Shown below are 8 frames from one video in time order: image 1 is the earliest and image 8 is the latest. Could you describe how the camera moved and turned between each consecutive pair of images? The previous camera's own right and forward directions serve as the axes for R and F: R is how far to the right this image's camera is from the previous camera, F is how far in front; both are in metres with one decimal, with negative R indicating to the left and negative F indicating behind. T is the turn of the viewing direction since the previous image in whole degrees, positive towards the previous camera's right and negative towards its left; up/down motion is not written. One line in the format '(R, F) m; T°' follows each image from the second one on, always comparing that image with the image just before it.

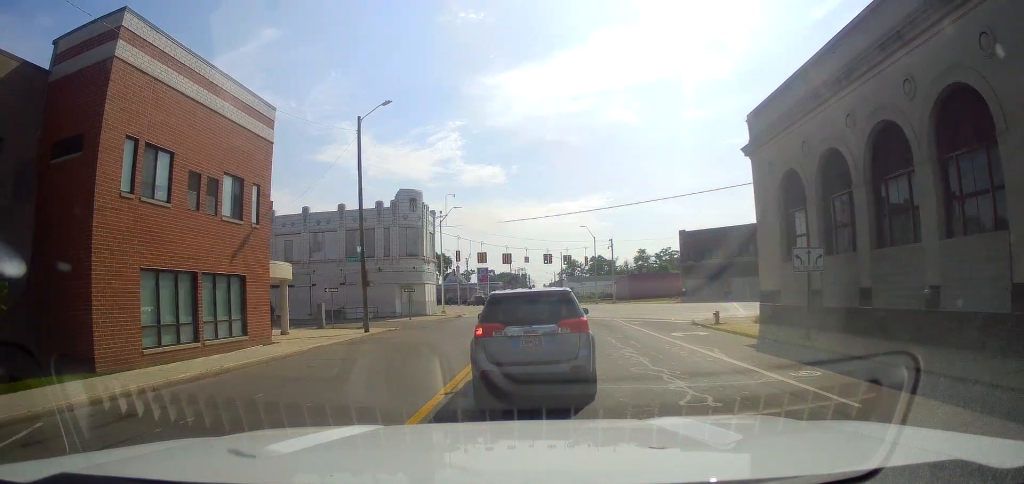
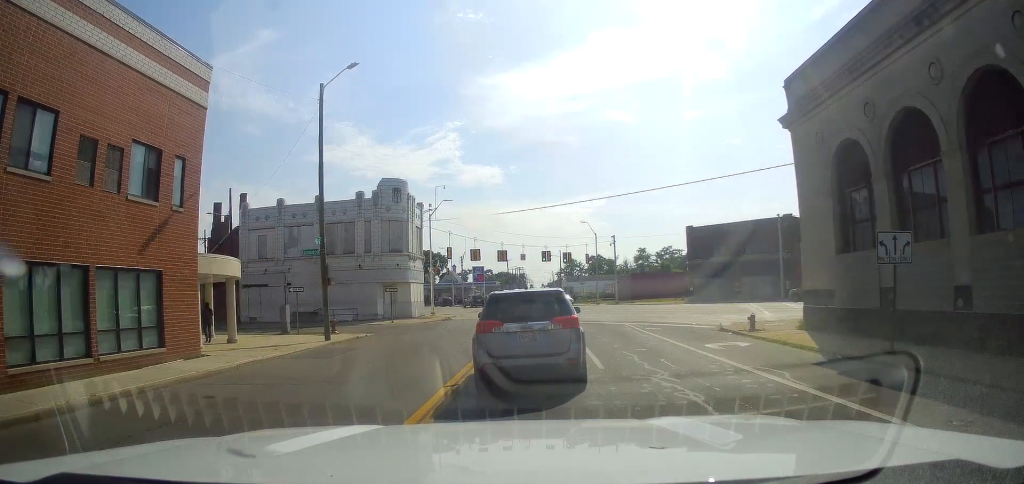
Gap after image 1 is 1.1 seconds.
(+0.5, +4.4) m; 0°
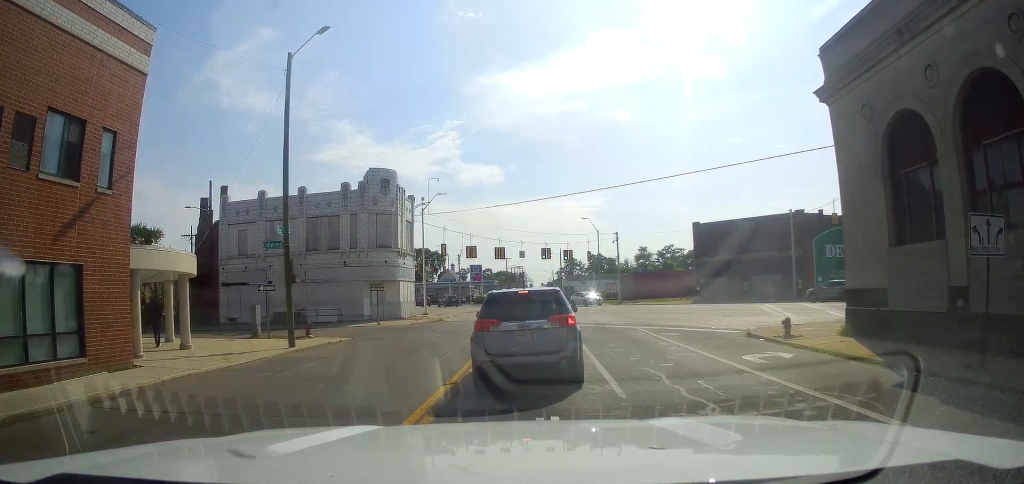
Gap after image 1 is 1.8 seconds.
(-0.3, +3.1) m; -2°
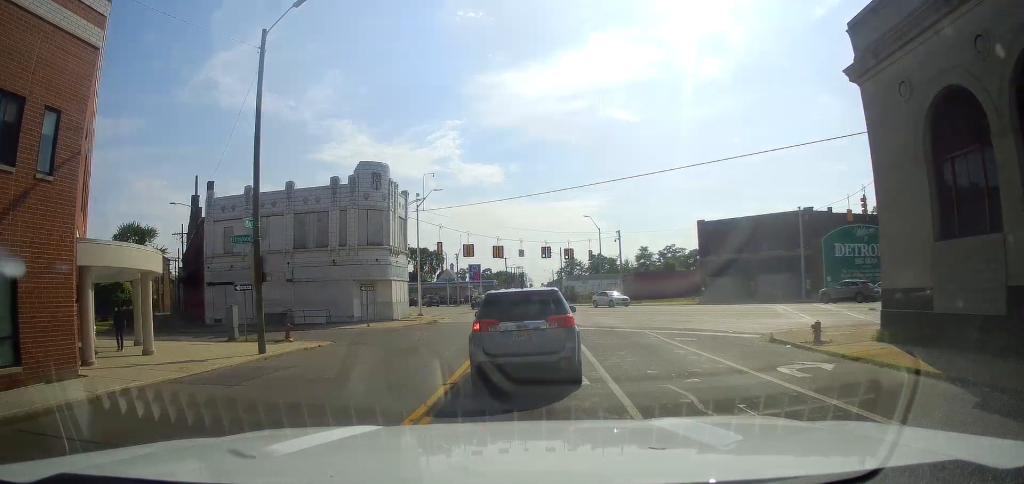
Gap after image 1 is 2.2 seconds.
(-0.3, +2.2) m; -1°
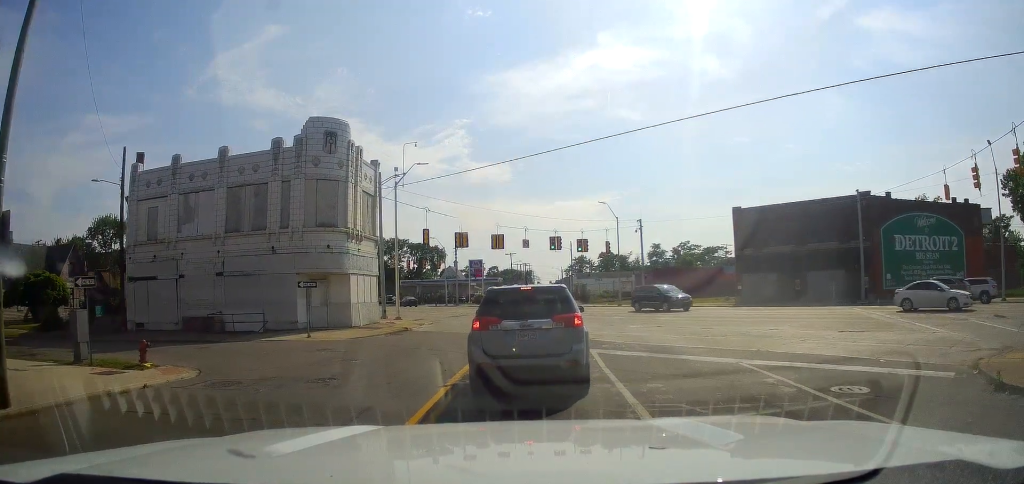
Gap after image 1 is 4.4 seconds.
(+0.8, +11.0) m; +3°
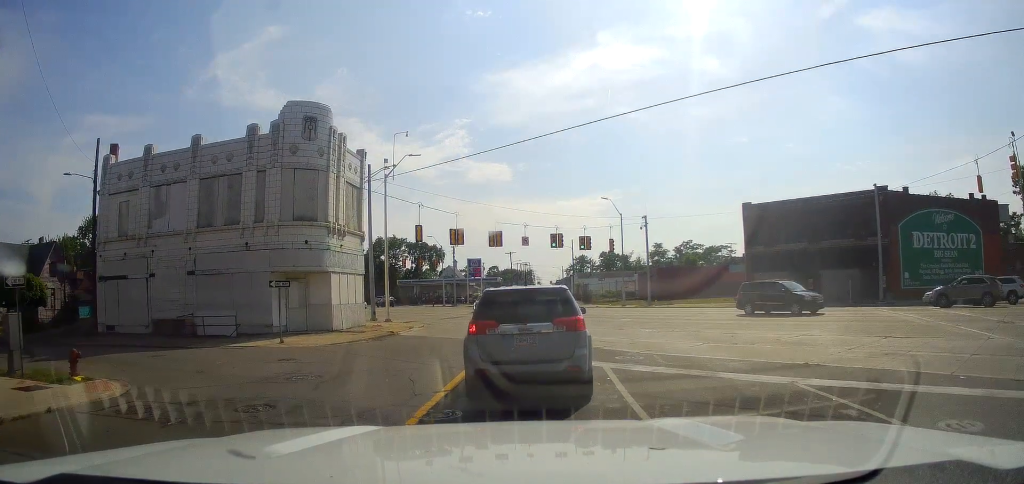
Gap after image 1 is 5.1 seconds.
(0.0, +3.0) m; -4°
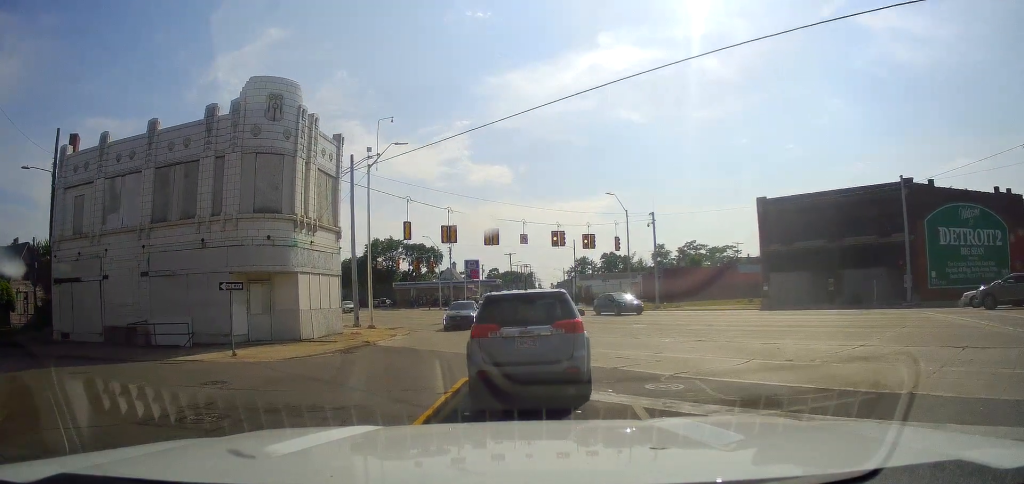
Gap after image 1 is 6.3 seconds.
(-0.4, +4.7) m; +5°
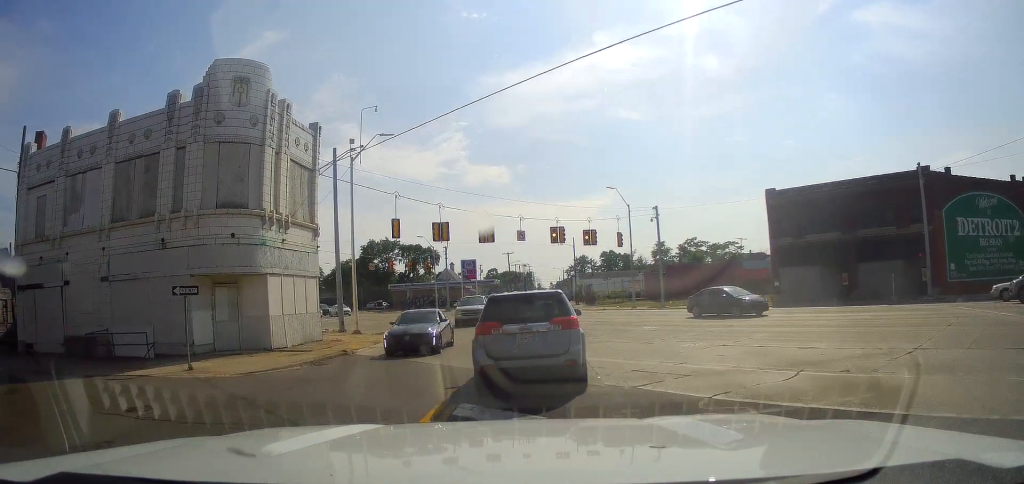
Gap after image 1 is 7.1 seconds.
(+0.6, +3.3) m; +5°
